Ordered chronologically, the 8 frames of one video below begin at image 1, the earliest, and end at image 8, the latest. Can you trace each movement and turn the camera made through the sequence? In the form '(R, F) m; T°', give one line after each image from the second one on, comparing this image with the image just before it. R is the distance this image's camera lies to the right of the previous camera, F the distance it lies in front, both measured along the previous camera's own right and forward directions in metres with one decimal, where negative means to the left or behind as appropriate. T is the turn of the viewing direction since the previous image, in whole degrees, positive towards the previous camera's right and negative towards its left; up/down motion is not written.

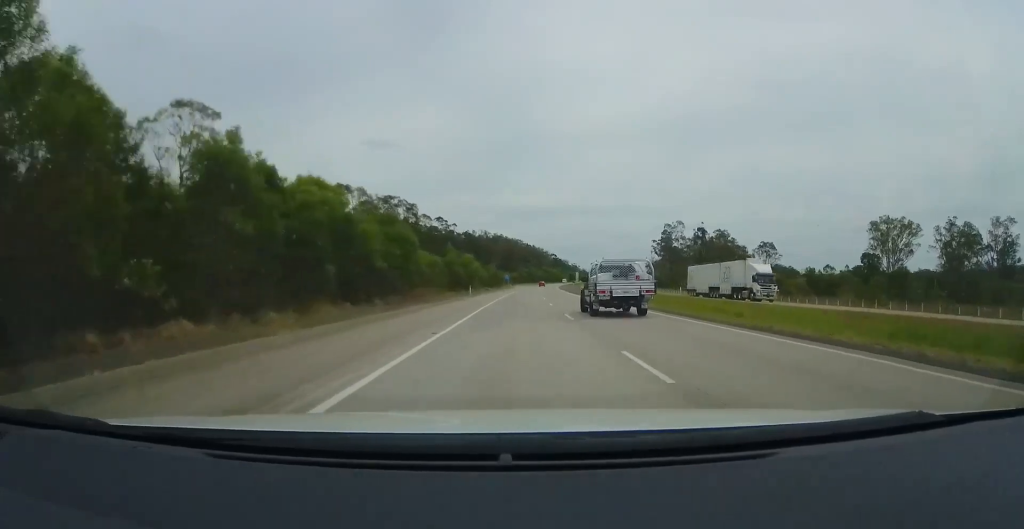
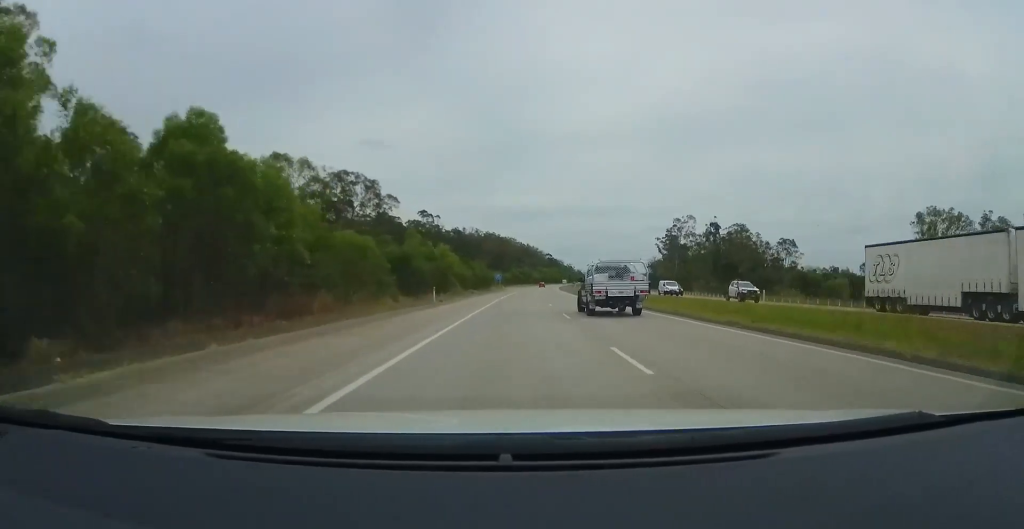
(-0.3, +22.7) m; 0°
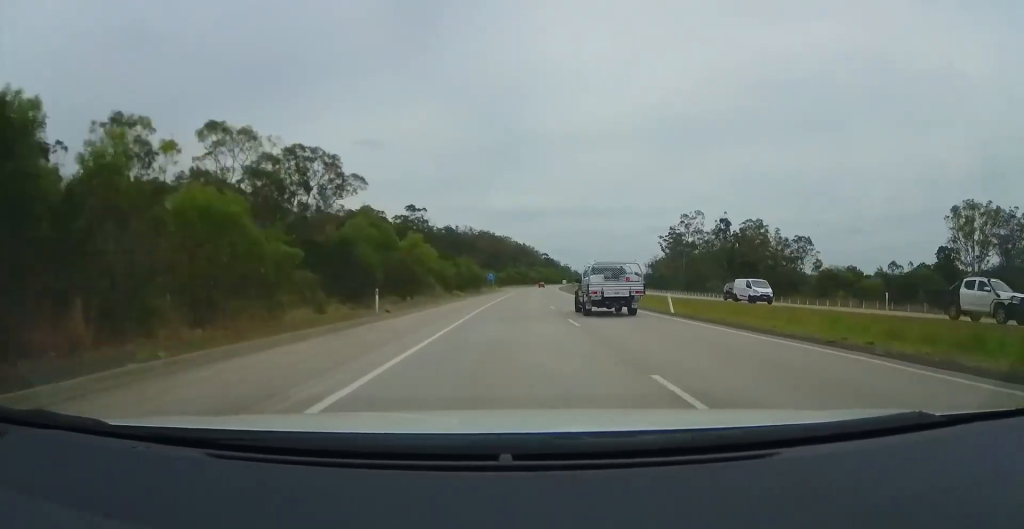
(+0.2, +14.4) m; 0°
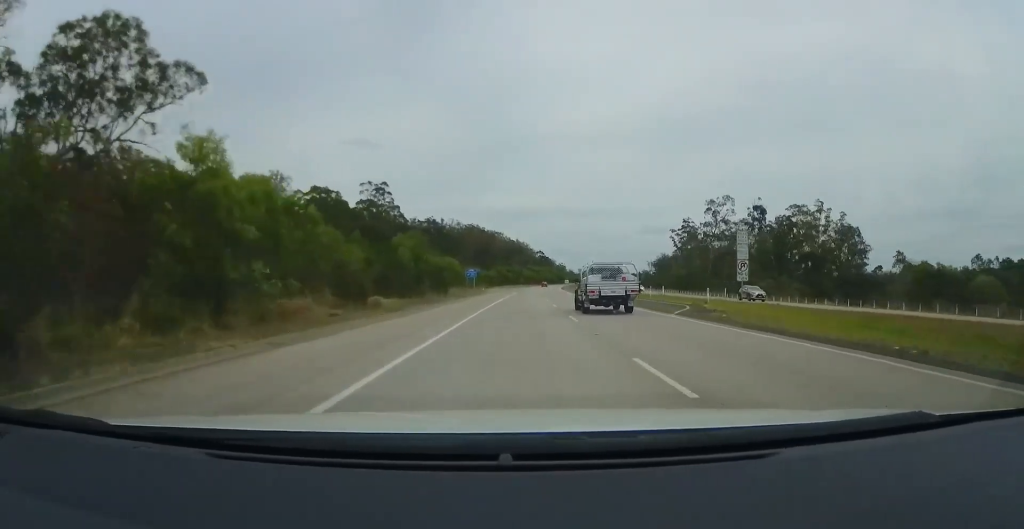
(+0.1, +34.9) m; +1°
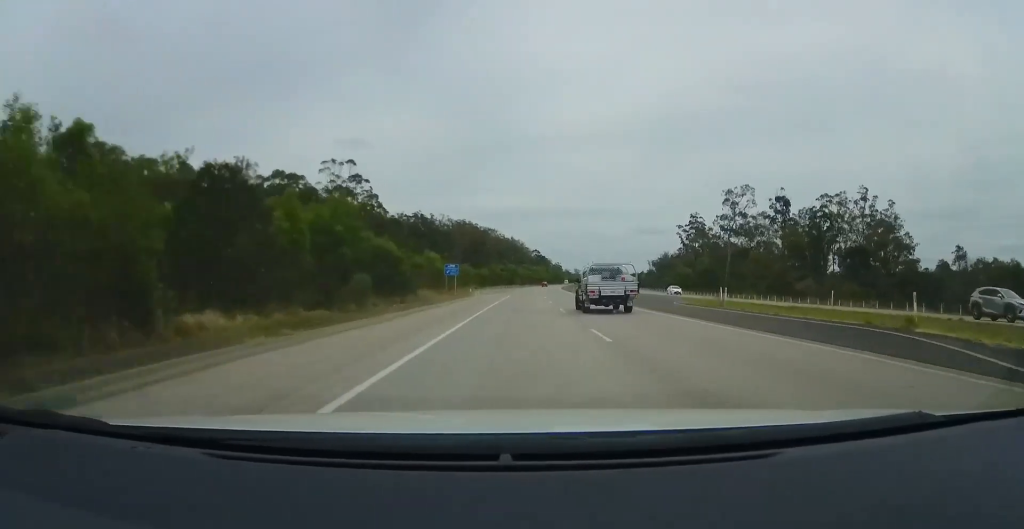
(+0.1, +18.1) m; +1°
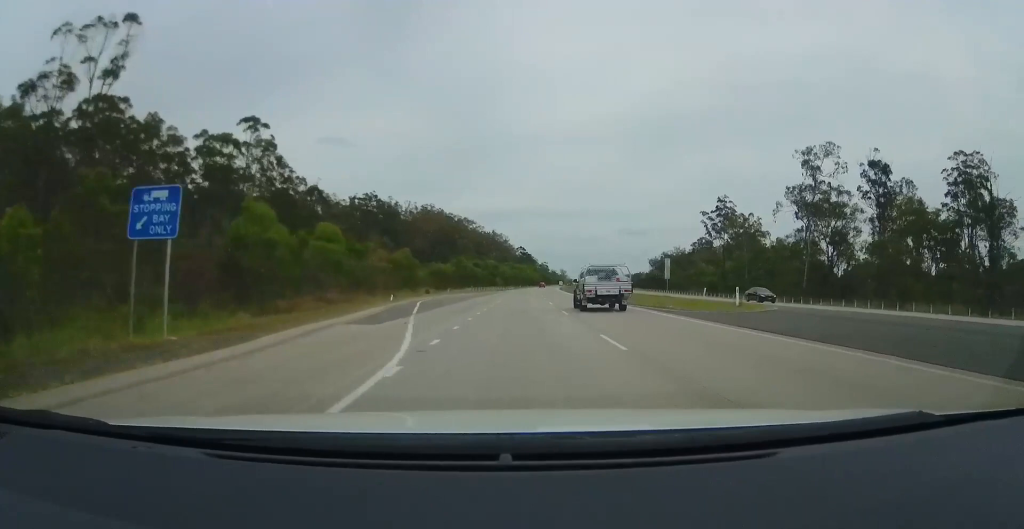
(+1.6, +49.2) m; +2°
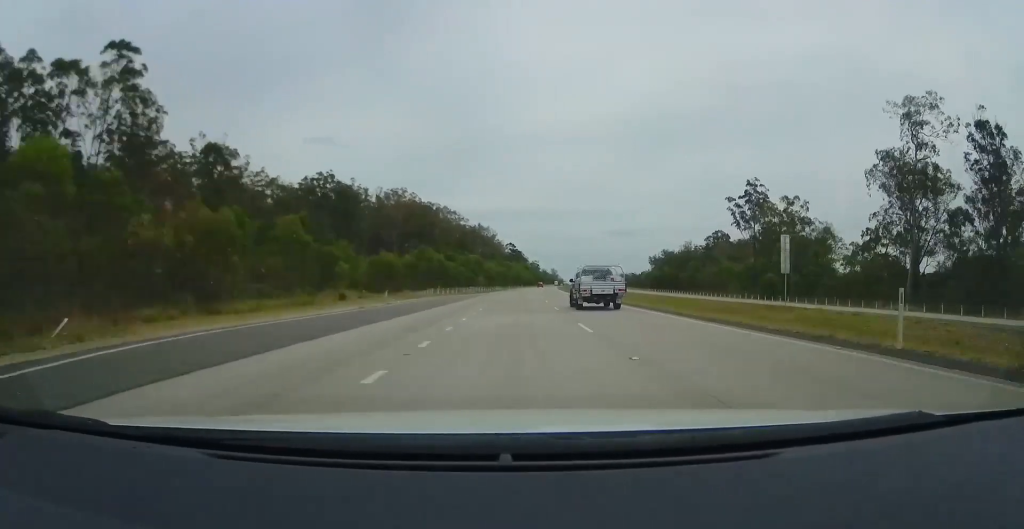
(-0.2, +31.2) m; 0°
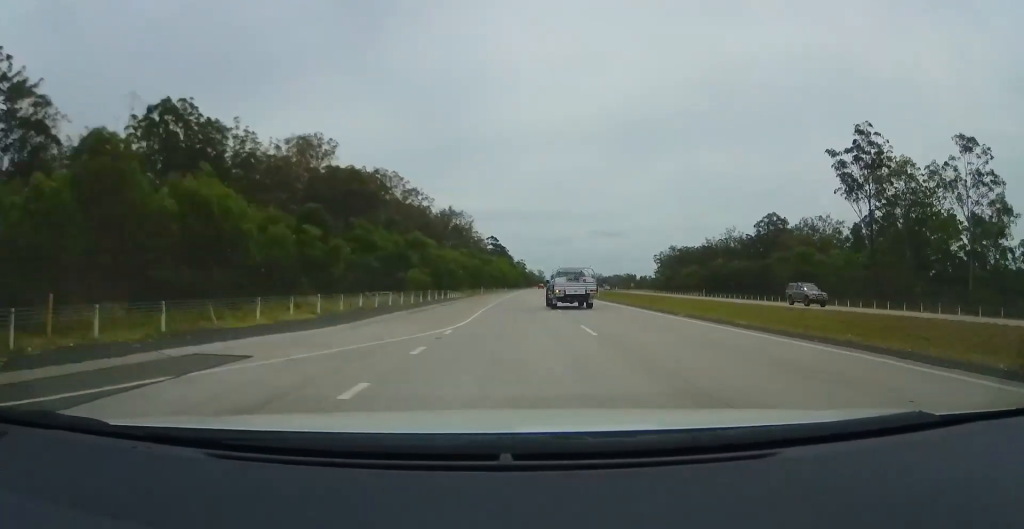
(+1.4, +60.0) m; +3°
